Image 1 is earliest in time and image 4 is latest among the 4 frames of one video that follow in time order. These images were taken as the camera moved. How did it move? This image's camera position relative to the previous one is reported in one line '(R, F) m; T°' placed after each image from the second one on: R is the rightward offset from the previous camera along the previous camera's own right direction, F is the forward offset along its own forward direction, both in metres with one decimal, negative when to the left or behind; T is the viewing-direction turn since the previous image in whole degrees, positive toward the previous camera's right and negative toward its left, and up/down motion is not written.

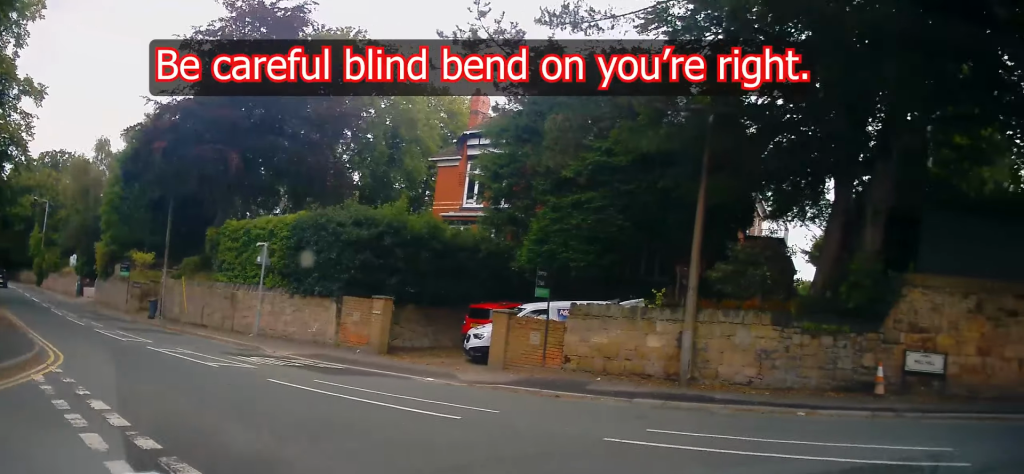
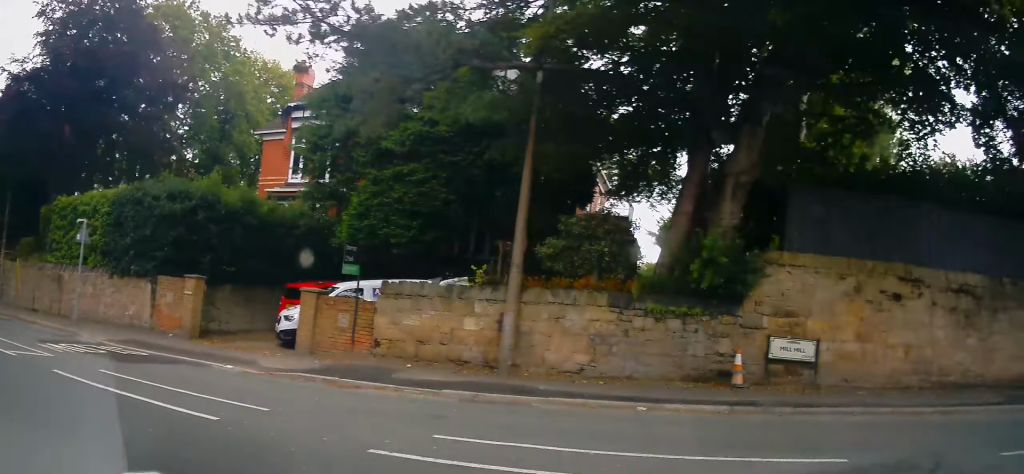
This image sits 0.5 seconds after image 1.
(-0.1, +1.2) m; +15°
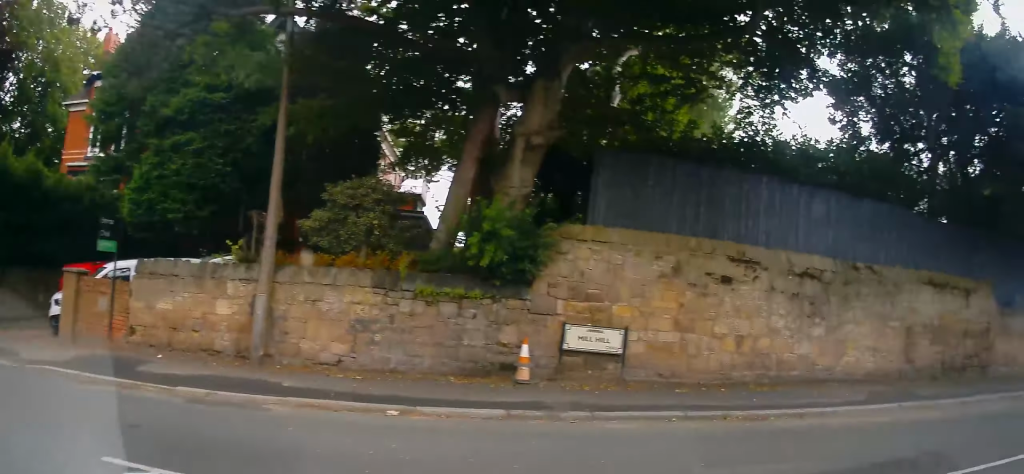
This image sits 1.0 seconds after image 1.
(+0.4, +1.6) m; +15°
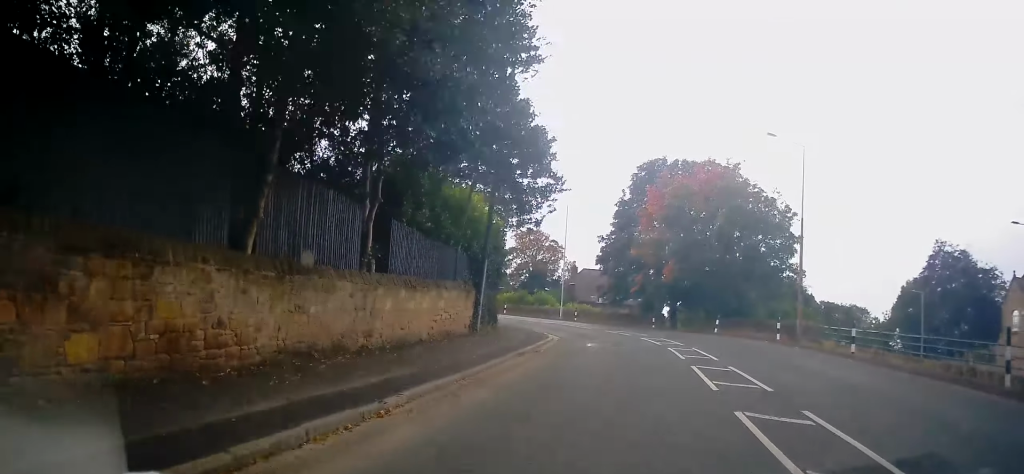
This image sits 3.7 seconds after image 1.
(+6.3, +9.5) m; +57°
